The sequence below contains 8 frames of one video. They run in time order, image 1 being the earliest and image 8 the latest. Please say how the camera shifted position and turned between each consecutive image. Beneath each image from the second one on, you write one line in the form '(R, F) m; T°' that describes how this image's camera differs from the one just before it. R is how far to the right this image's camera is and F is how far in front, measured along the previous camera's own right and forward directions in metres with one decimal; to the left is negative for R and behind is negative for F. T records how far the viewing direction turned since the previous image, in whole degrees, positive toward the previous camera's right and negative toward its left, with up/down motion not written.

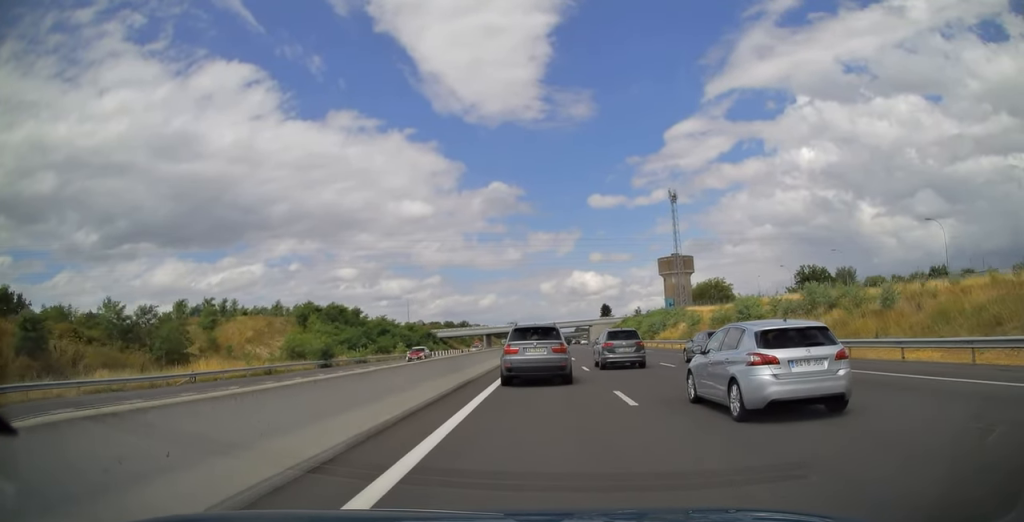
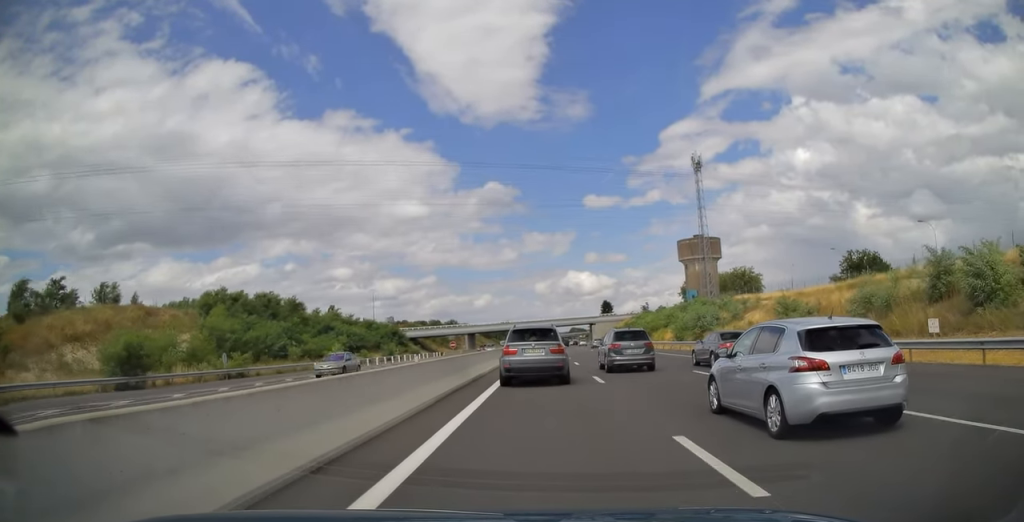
(0.0, +33.7) m; 0°
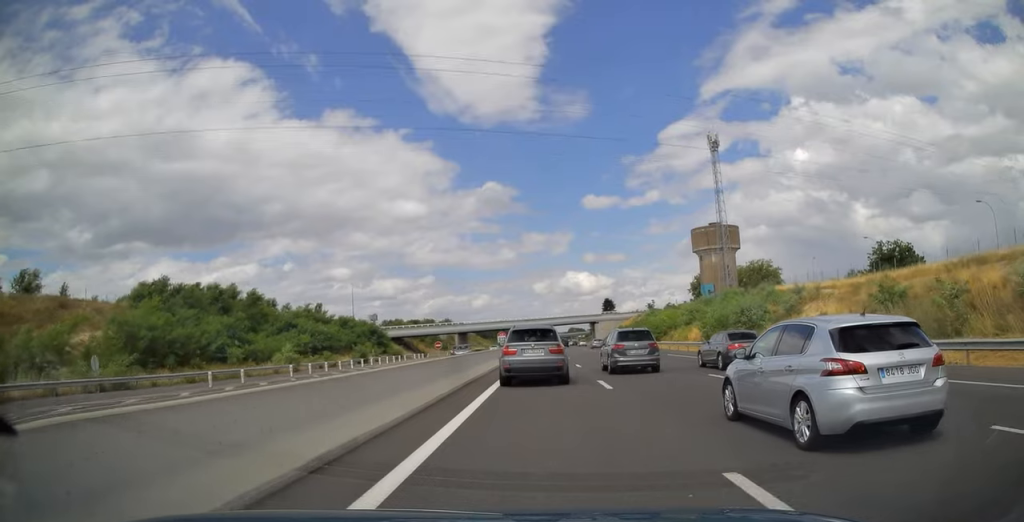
(+0.1, +16.9) m; 0°
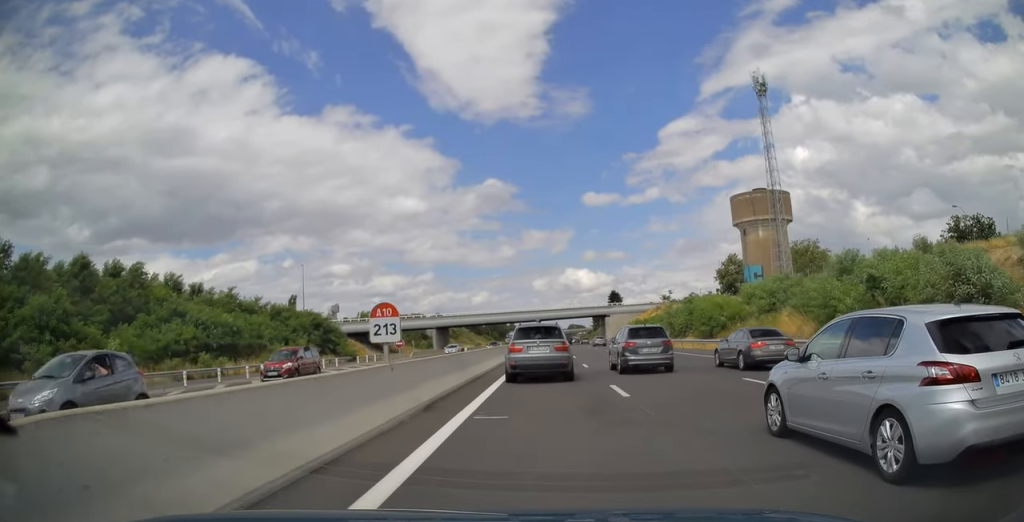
(+0.1, +33.6) m; 0°
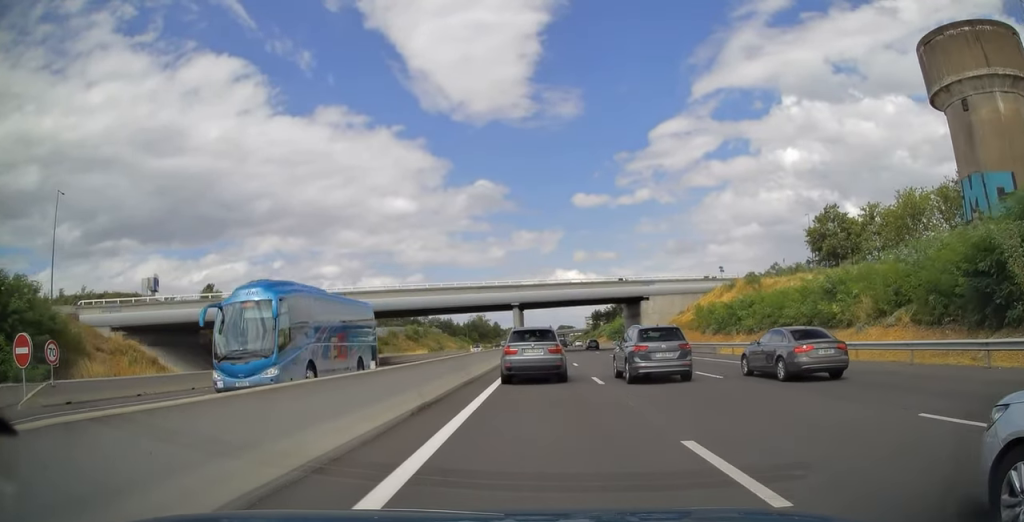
(+0.4, +67.1) m; +1°
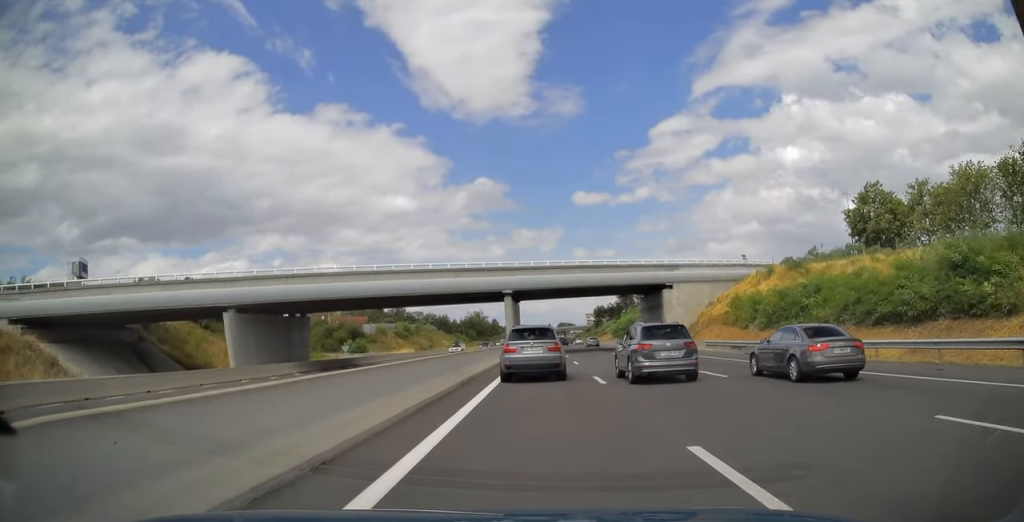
(0.0, +13.6) m; 0°
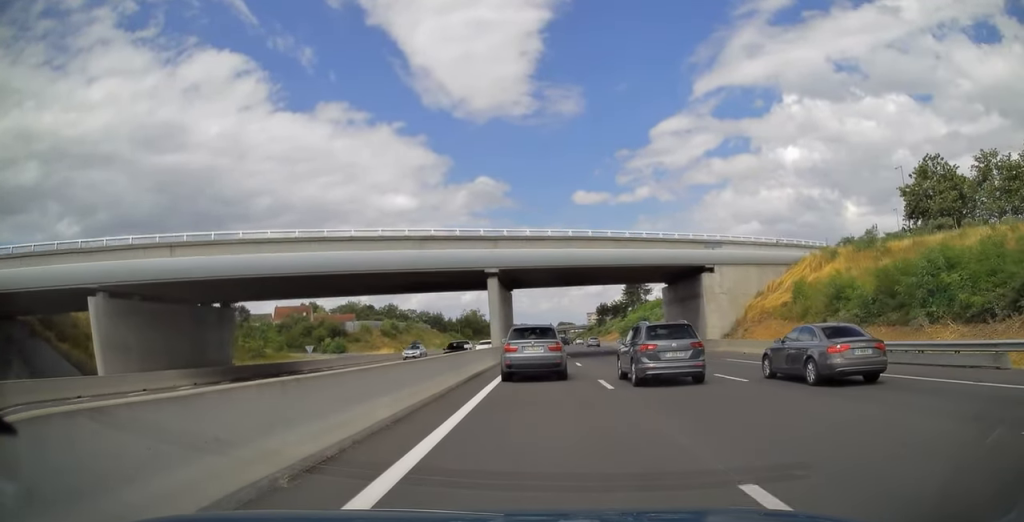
(0.0, +14.7) m; 0°
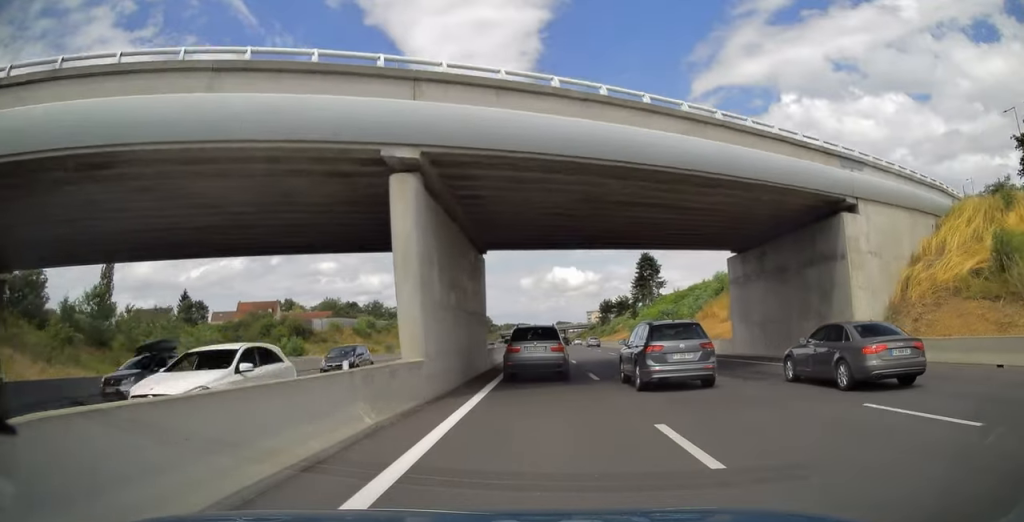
(0.0, +20.8) m; 0°
